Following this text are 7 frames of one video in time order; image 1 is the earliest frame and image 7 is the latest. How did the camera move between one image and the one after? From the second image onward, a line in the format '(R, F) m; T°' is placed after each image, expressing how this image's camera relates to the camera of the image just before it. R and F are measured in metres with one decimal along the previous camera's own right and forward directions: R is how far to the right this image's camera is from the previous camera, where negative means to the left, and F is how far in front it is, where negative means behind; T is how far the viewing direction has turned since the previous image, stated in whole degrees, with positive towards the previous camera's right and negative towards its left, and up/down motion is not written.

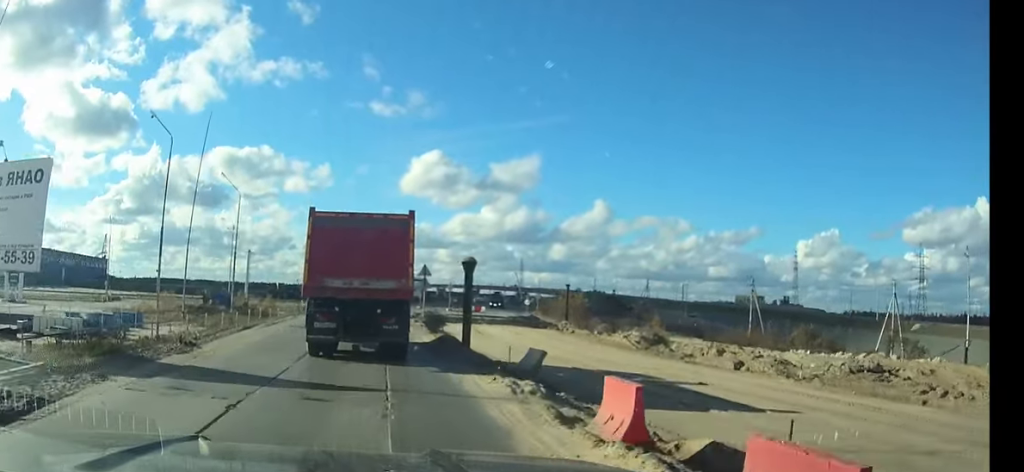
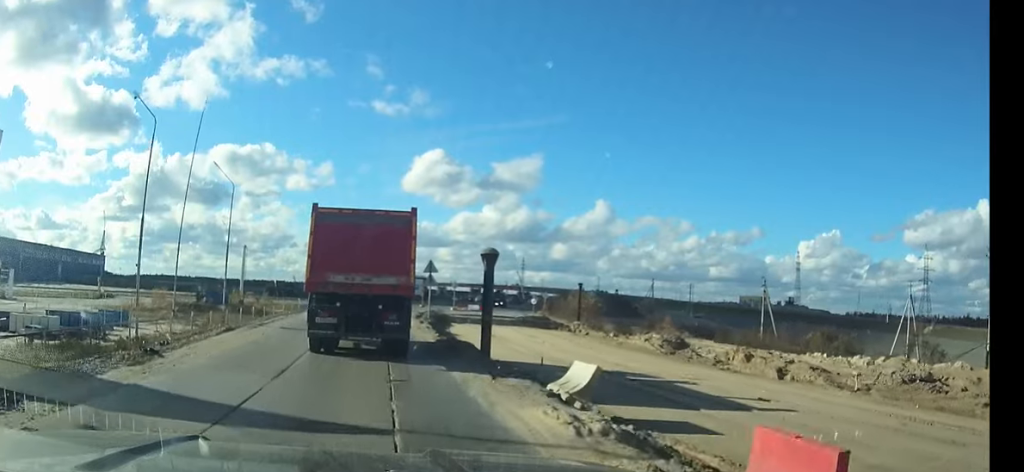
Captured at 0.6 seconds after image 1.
(0.0, +3.2) m; 0°
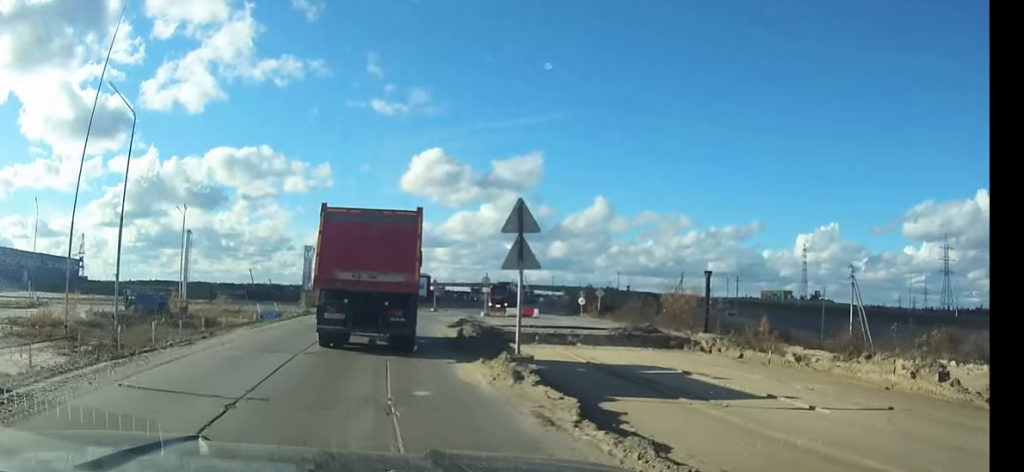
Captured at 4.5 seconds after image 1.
(0.0, +20.6) m; 0°
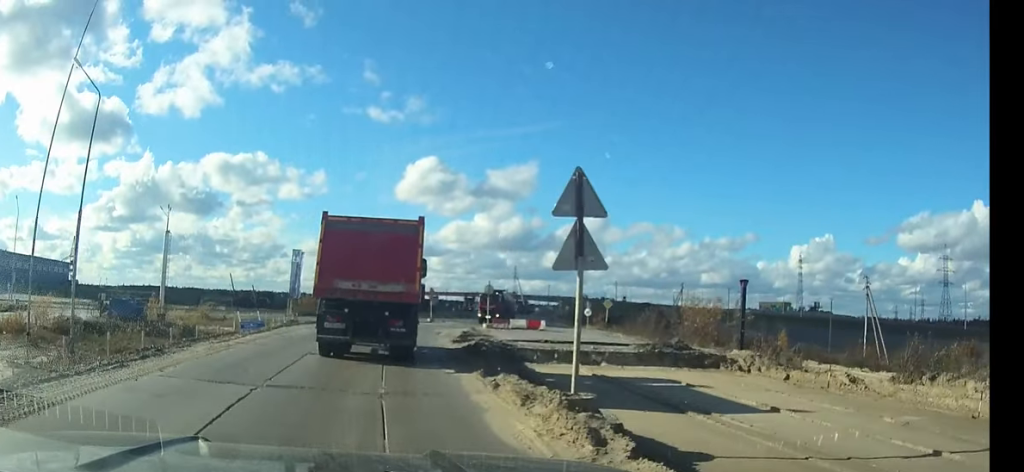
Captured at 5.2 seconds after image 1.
(0.0, +3.7) m; +1°
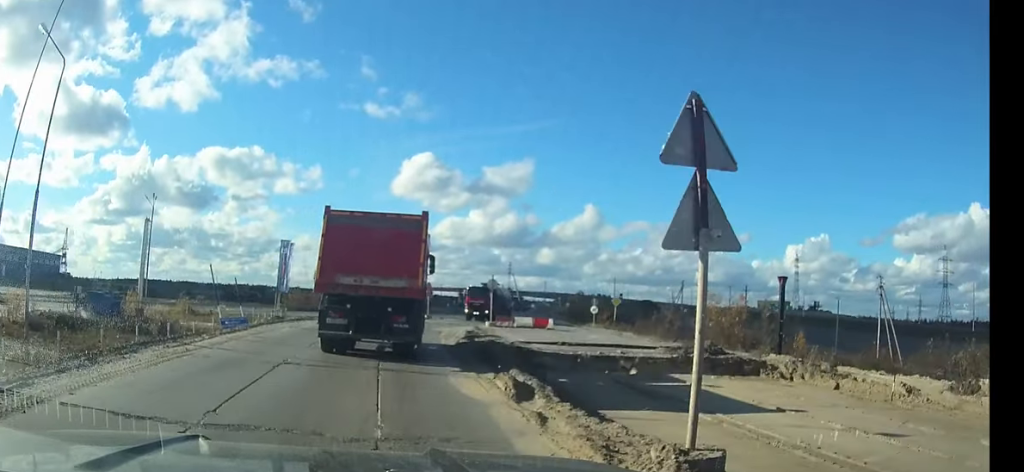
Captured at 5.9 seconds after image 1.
(0.0, +3.2) m; +1°
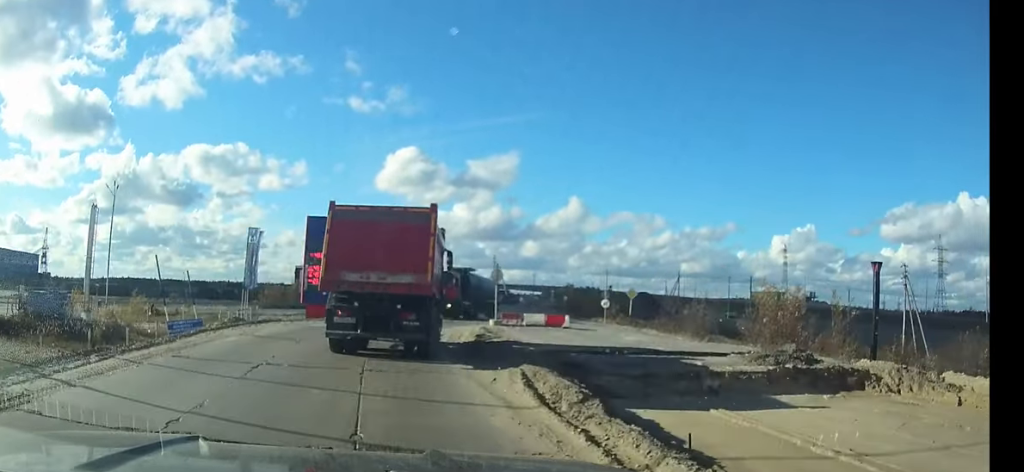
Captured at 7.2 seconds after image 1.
(+0.1, +6.1) m; +2°
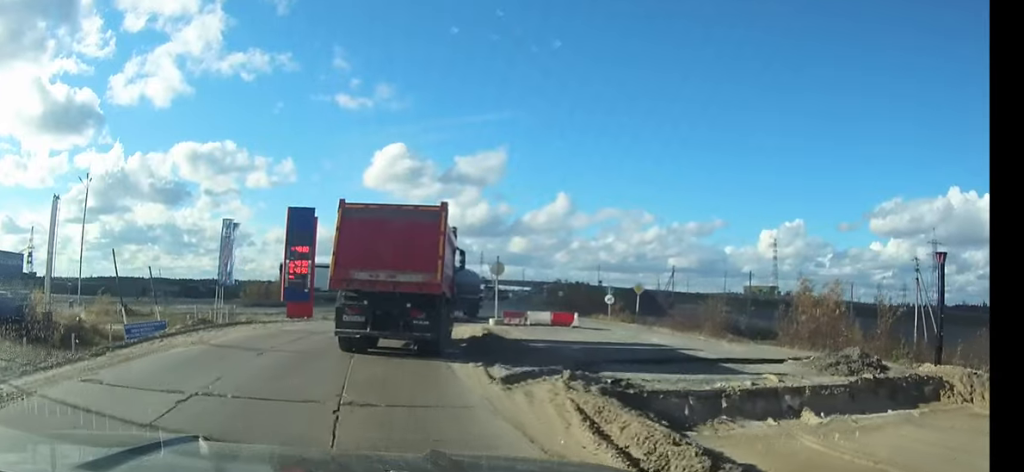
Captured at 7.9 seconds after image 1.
(+0.1, +3.6) m; +1°
